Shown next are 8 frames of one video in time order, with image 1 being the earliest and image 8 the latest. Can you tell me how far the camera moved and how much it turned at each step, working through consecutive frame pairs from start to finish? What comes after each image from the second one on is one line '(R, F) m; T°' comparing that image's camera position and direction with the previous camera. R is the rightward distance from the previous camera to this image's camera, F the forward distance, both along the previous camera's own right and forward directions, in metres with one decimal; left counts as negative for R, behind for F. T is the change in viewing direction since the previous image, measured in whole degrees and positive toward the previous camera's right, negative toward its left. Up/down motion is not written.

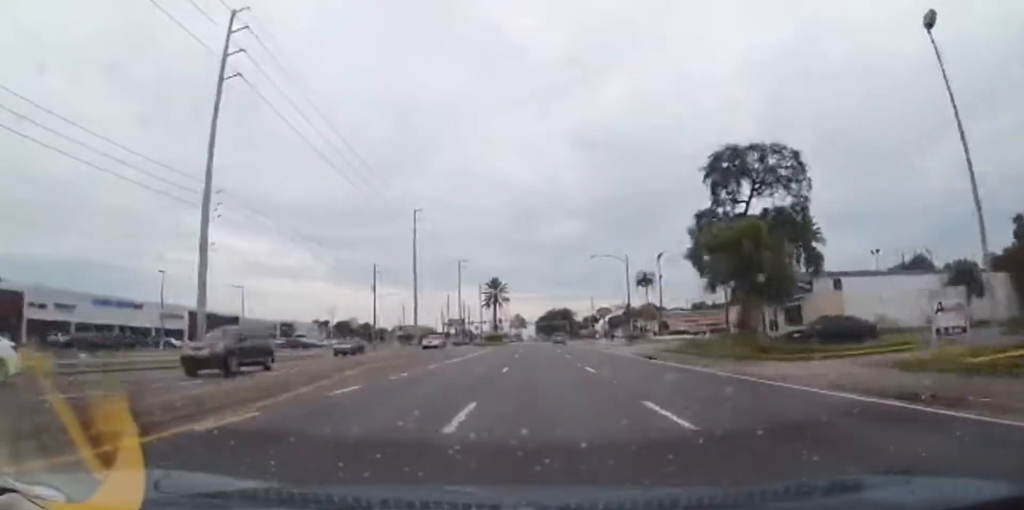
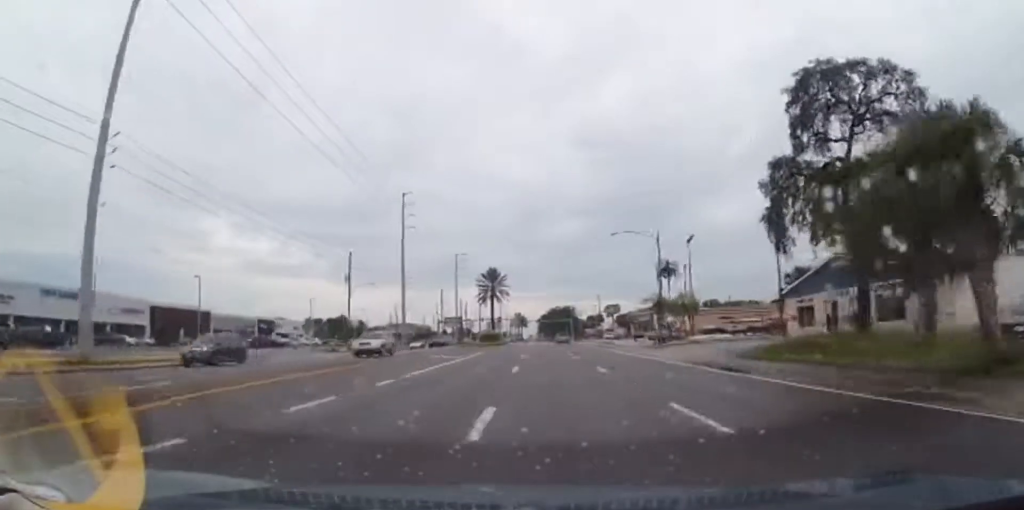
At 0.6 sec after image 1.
(-0.3, +13.0) m; 0°
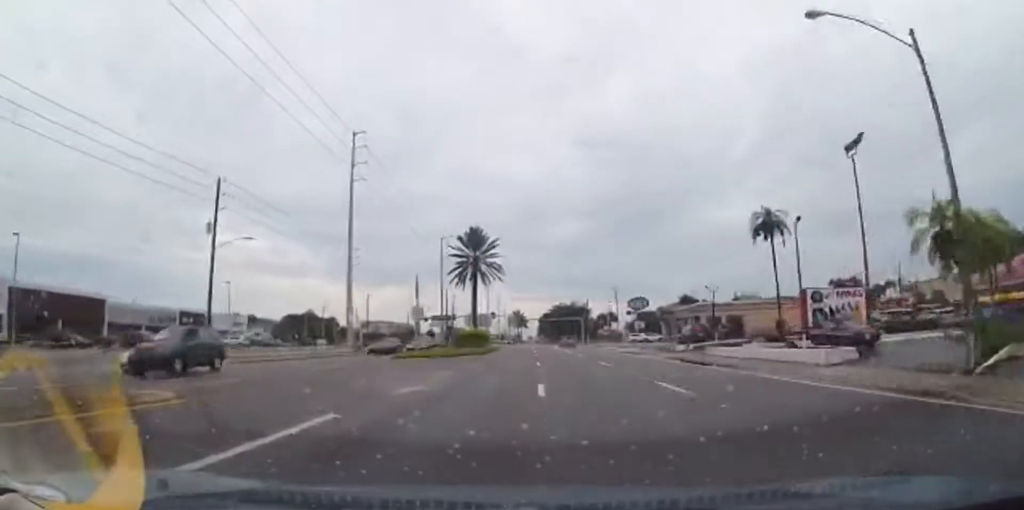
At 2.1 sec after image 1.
(+0.2, +32.7) m; +1°
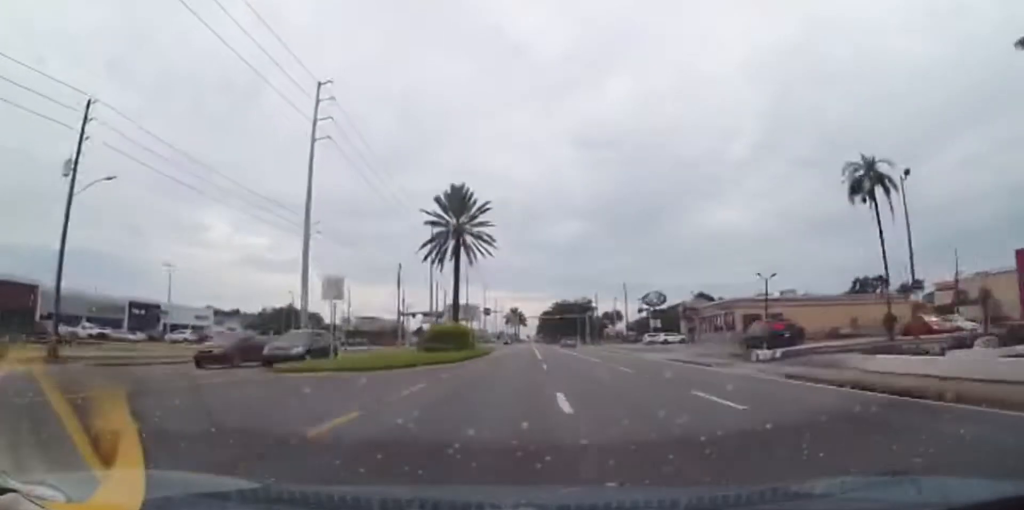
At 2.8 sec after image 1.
(0.0, +14.7) m; 0°
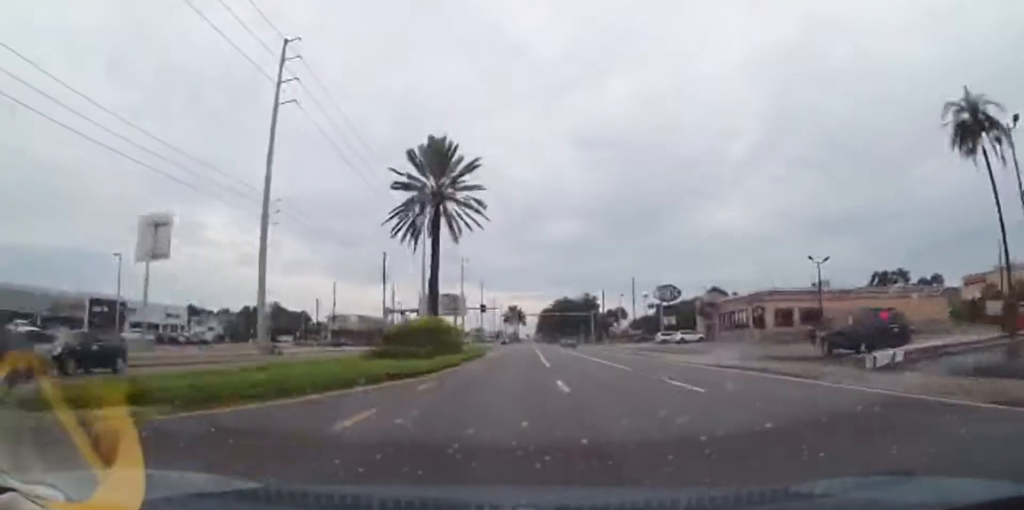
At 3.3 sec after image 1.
(0.0, +9.7) m; 0°
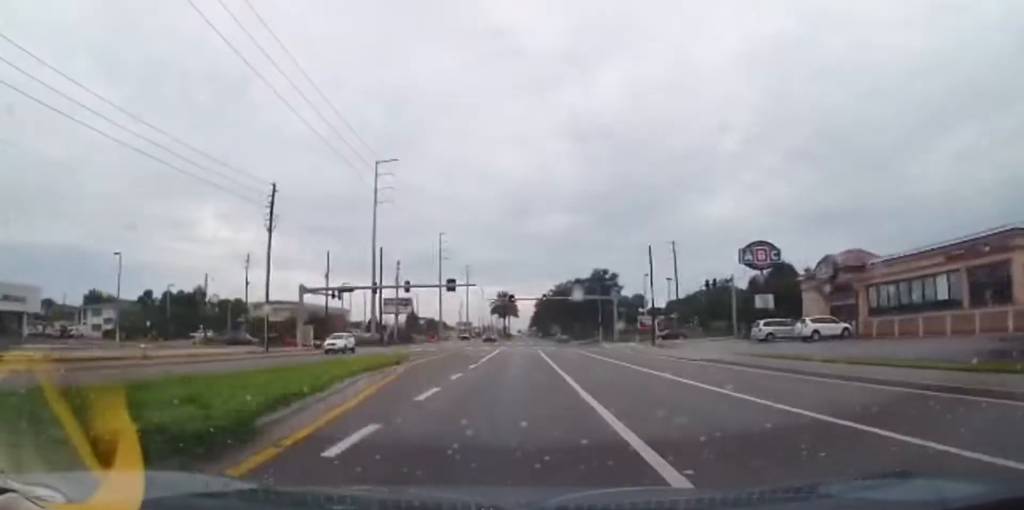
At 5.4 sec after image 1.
(-0.2, +38.8) m; 0°
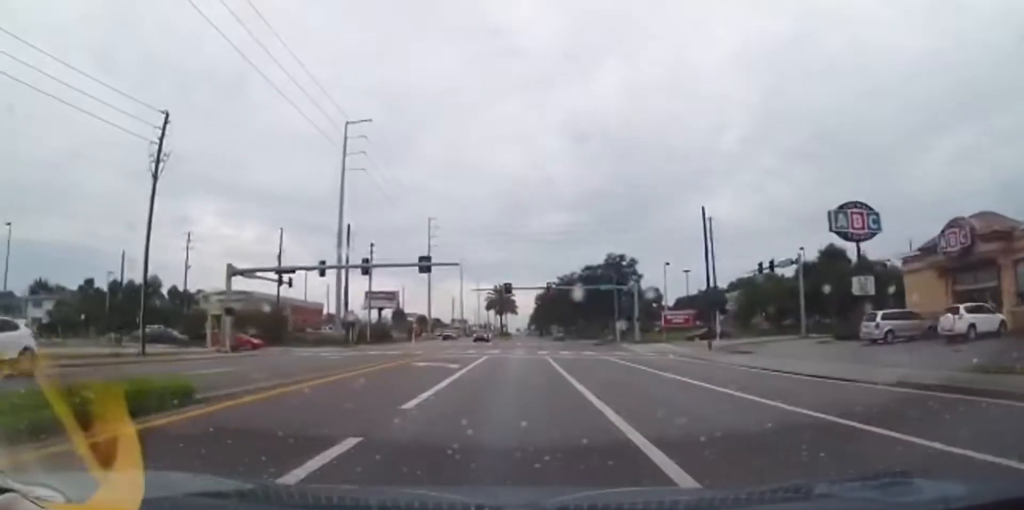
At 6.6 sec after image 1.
(+0.1, +17.9) m; +1°
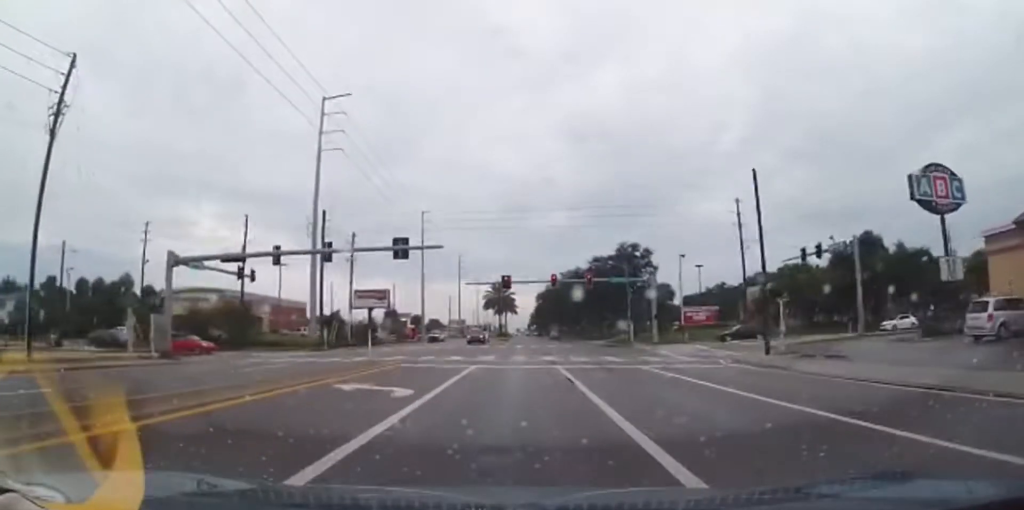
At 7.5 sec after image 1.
(0.0, +9.9) m; 0°
